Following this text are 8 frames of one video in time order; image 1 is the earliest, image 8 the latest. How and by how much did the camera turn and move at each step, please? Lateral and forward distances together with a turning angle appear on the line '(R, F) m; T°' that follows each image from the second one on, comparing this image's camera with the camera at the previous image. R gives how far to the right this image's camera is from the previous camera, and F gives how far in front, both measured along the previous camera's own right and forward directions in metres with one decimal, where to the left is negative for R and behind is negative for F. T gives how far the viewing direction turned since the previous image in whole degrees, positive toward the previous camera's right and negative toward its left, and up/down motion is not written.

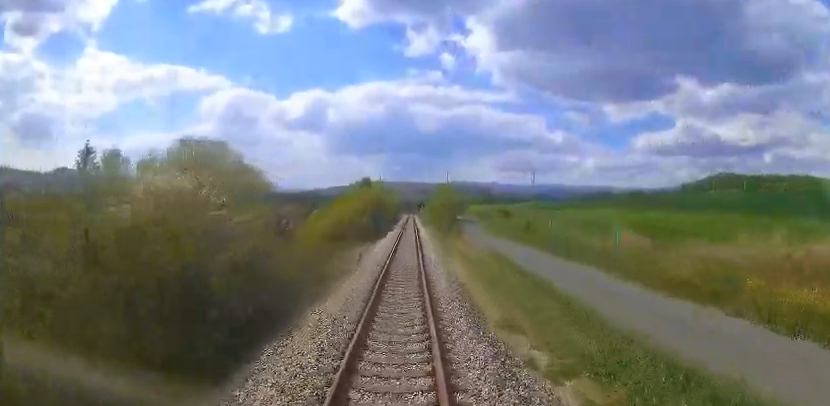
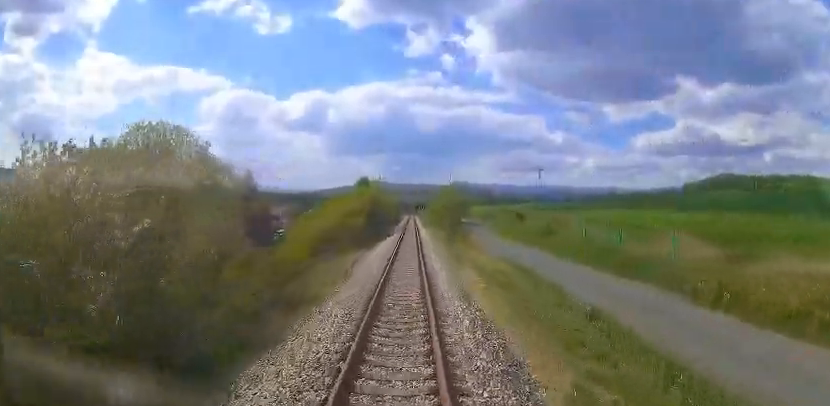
(0.0, +5.4) m; -1°
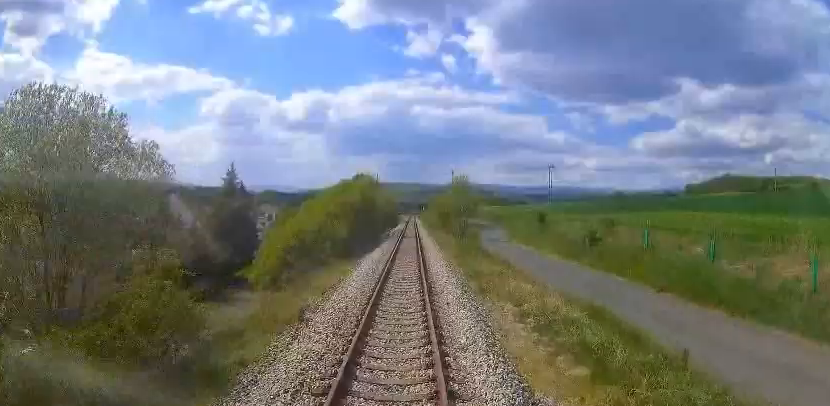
(-0.3, +8.1) m; -1°
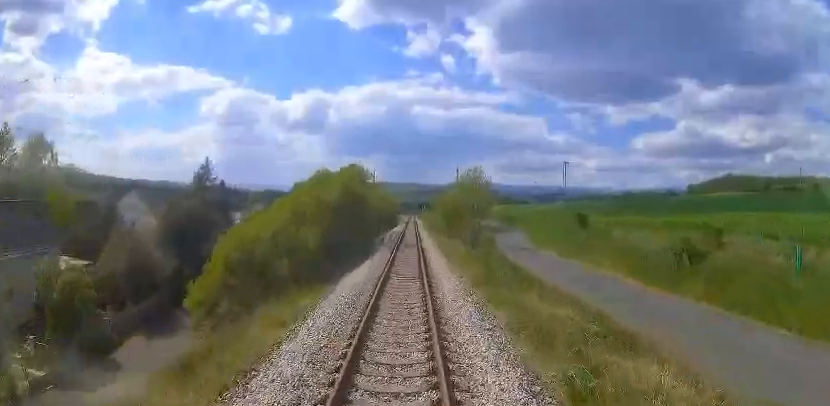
(+0.2, +9.9) m; +1°
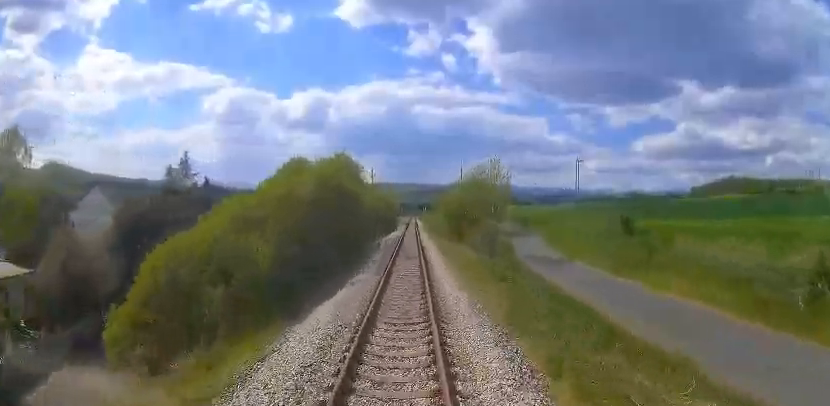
(0.0, +6.9) m; 0°
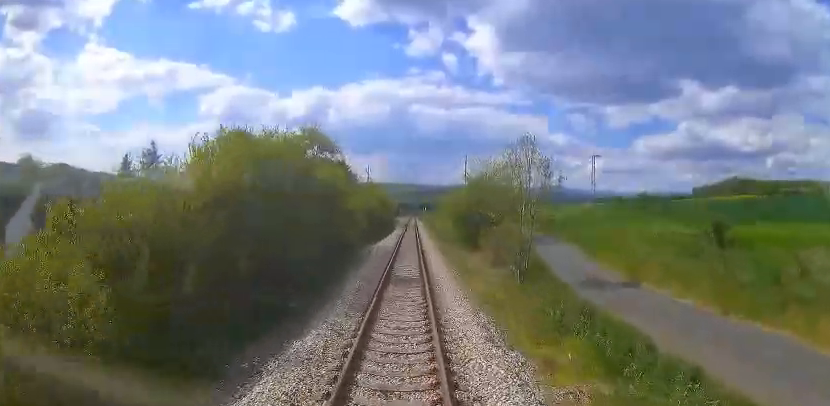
(0.0, +8.3) m; 0°
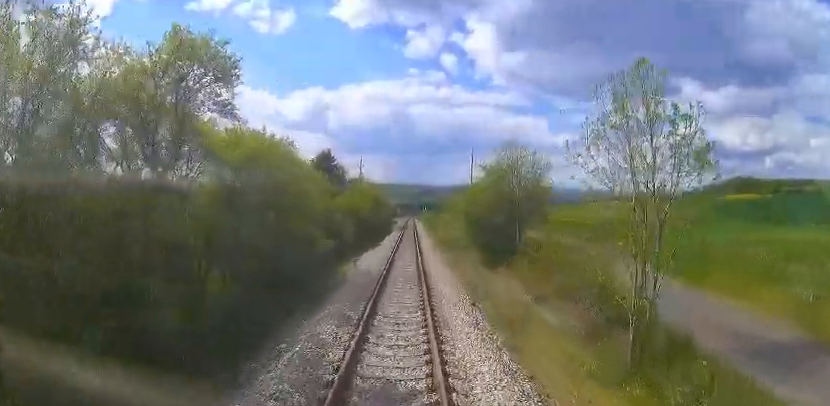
(0.0, +10.8) m; 0°
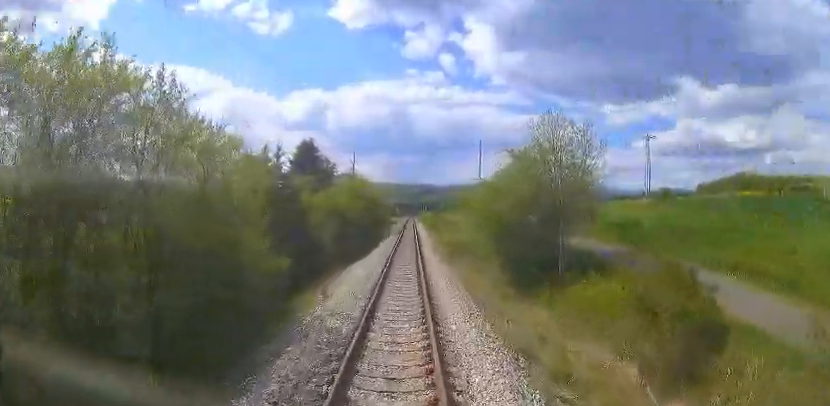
(0.0, +8.9) m; 0°
